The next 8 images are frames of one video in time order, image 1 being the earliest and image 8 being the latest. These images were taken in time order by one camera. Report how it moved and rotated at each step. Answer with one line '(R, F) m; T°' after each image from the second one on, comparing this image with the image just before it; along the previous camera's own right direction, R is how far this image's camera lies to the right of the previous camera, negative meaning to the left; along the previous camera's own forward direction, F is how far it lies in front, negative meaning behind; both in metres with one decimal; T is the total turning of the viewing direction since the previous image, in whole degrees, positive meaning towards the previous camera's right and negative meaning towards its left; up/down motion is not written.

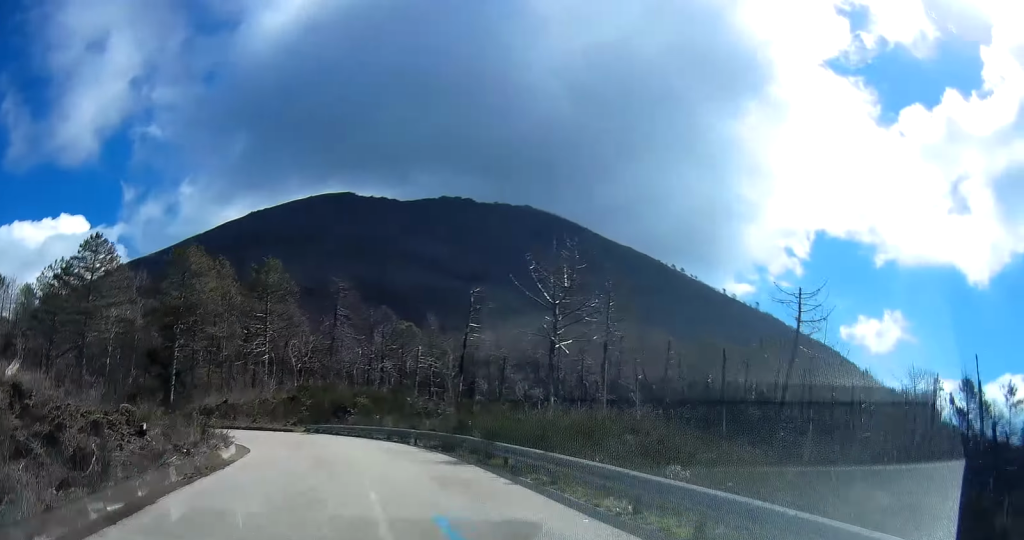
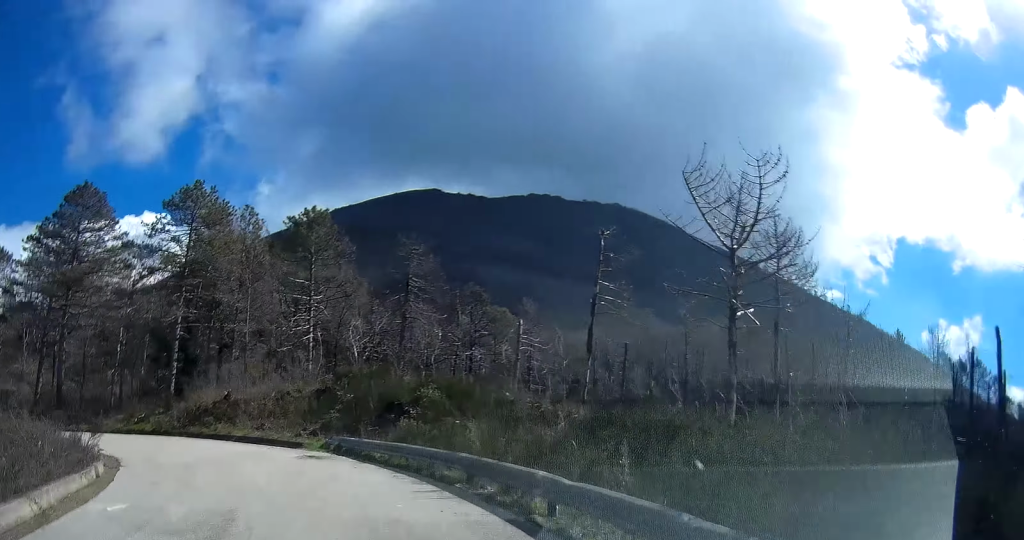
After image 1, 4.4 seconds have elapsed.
(-1.0, +18.3) m; -14°
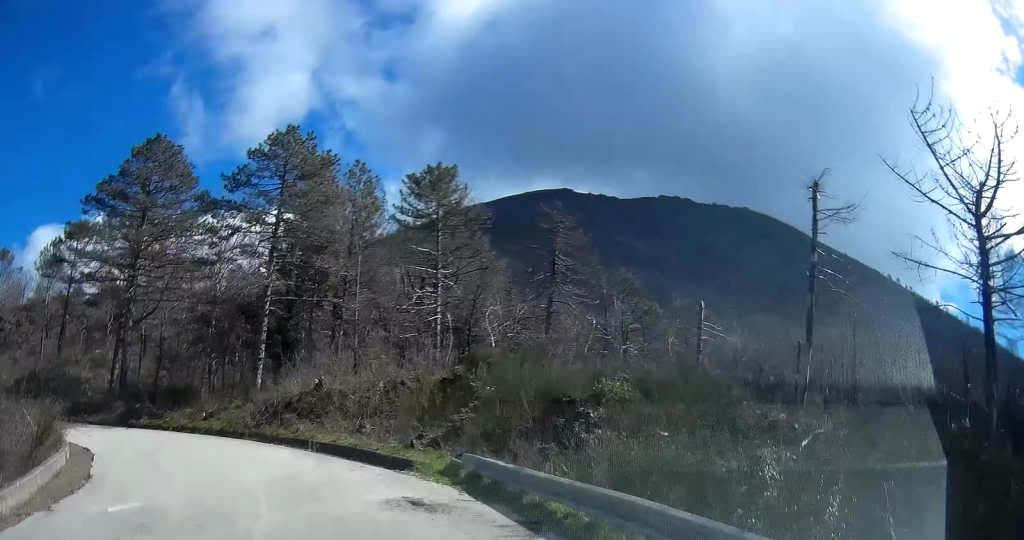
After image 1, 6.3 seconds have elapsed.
(+0.1, +10.5) m; -11°
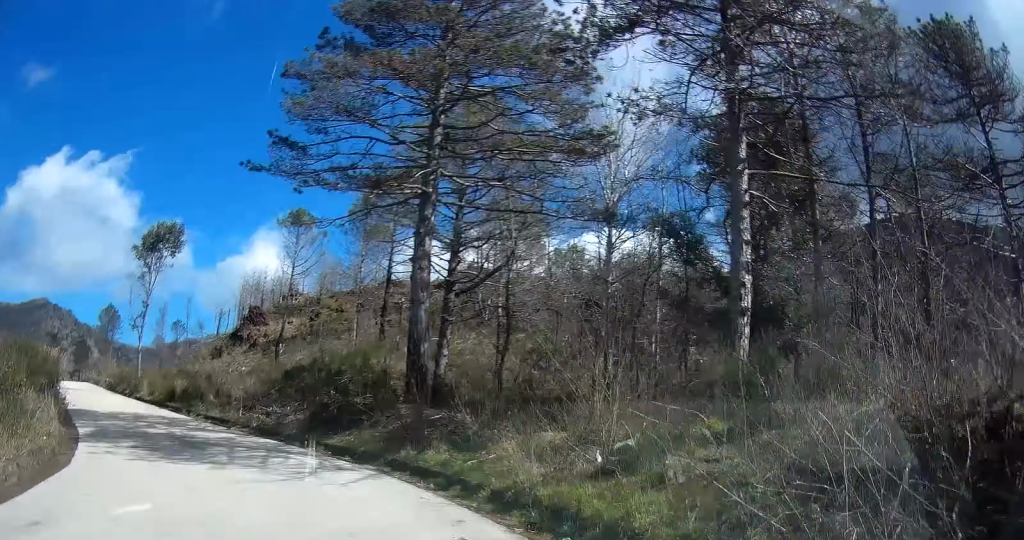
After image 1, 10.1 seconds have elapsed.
(-5.0, +23.0) m; -21°
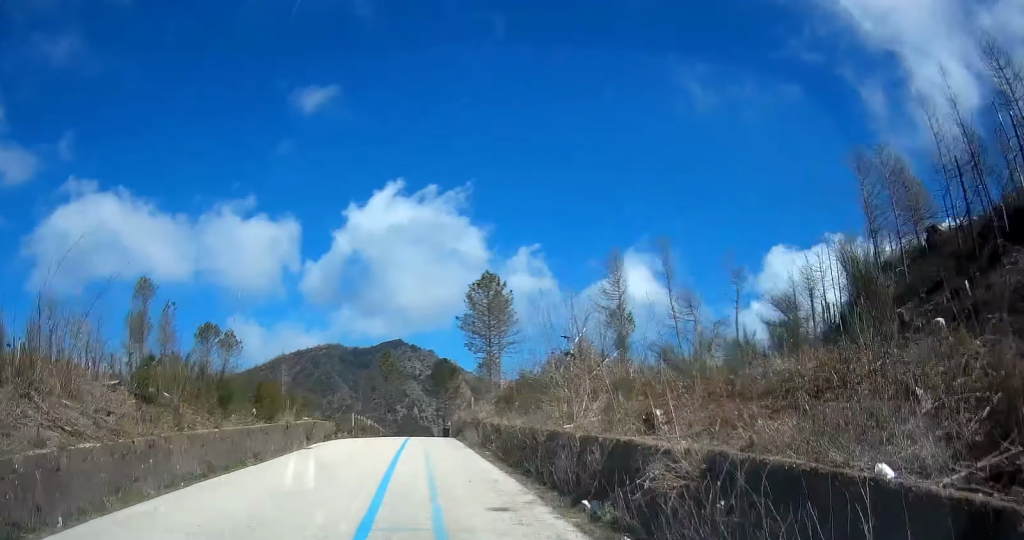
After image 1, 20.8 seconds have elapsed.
(-30.9, +86.0) m; -24°
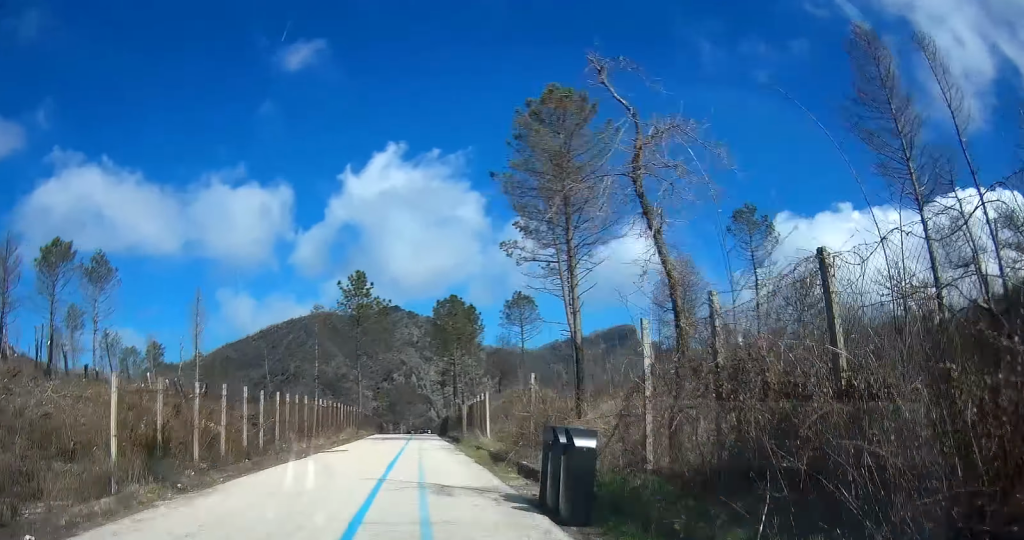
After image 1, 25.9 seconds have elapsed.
(+0.1, +48.2) m; 0°
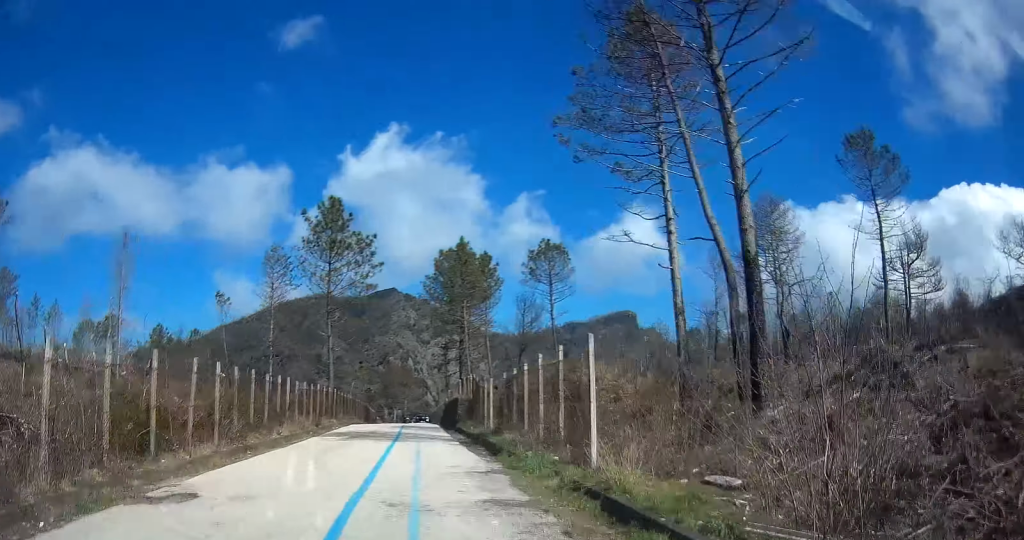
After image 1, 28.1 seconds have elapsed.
(0.0, +18.4) m; 0°
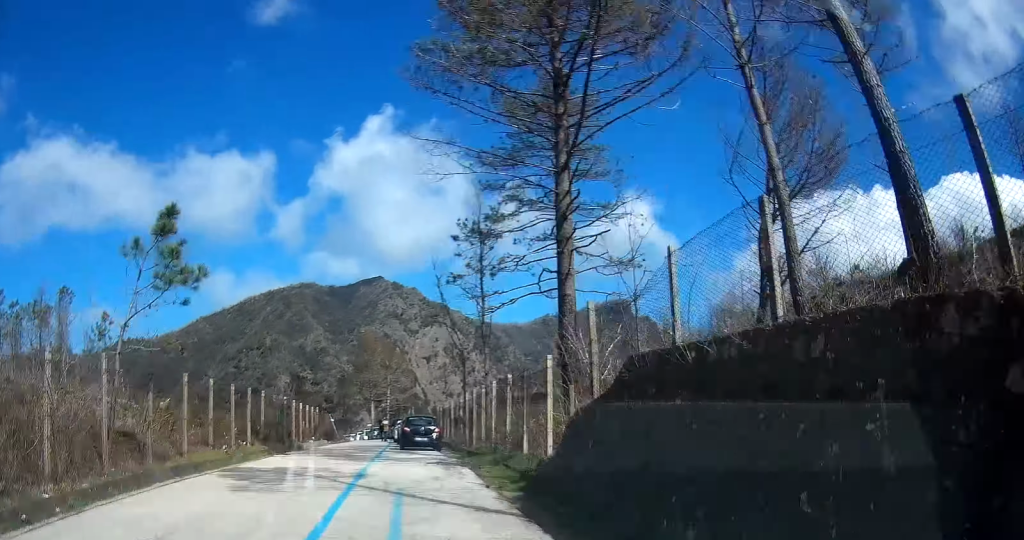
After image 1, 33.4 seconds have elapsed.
(-0.1, +38.4) m; 0°
